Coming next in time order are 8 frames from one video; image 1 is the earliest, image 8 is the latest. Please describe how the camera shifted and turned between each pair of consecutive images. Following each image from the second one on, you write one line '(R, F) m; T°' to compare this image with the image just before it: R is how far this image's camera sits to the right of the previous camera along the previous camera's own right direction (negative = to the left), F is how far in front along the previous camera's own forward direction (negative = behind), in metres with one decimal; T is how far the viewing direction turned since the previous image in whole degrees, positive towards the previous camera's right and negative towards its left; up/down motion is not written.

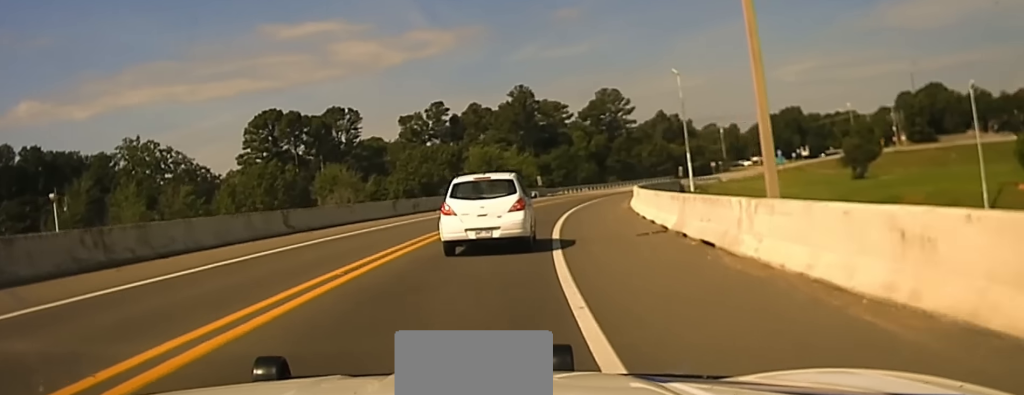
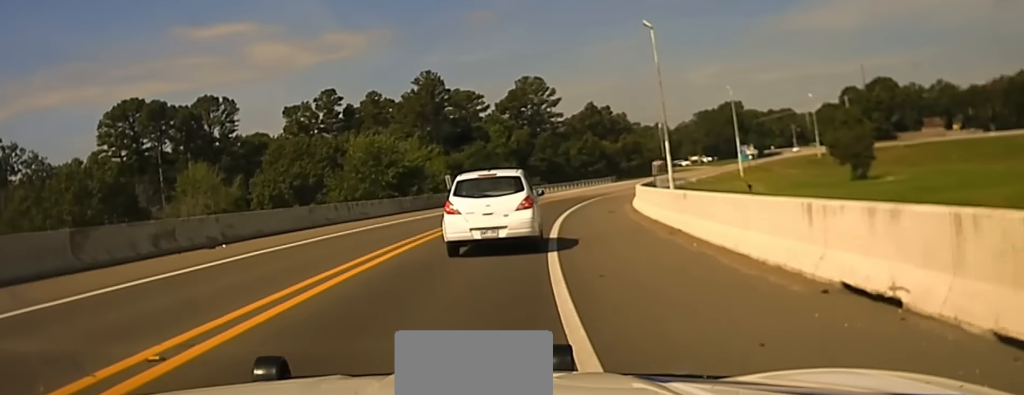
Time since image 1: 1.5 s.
(+2.1, +29.1) m; +5°
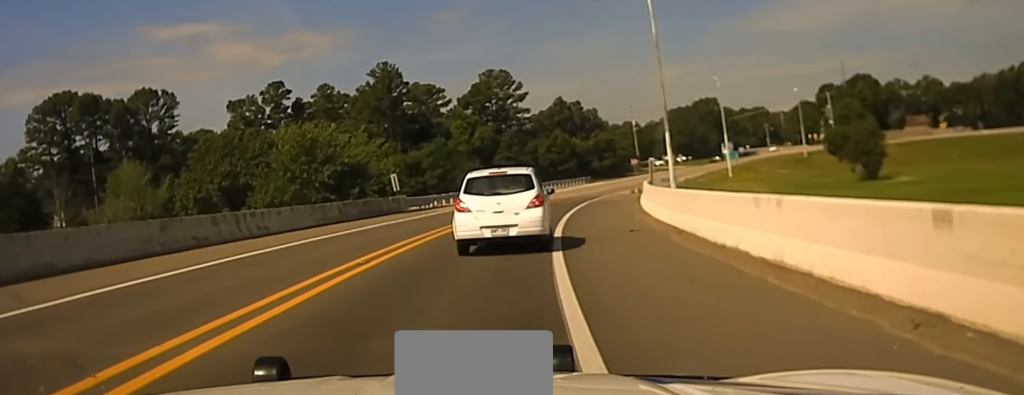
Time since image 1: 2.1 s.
(-0.4, +11.8) m; +1°
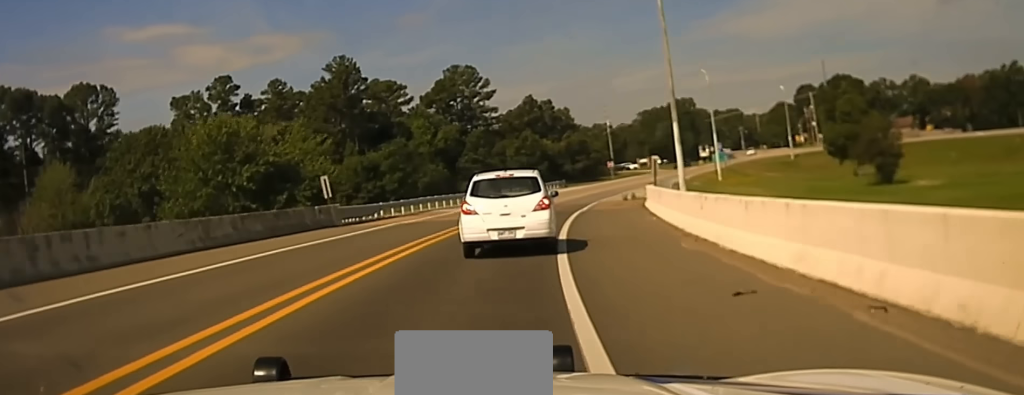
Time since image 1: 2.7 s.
(+0.5, +11.0) m; +2°
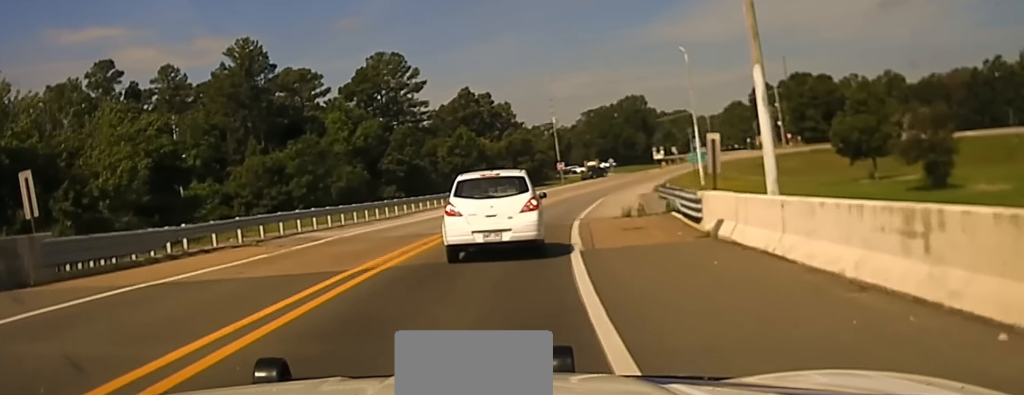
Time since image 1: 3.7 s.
(+0.7, +21.0) m; +5°
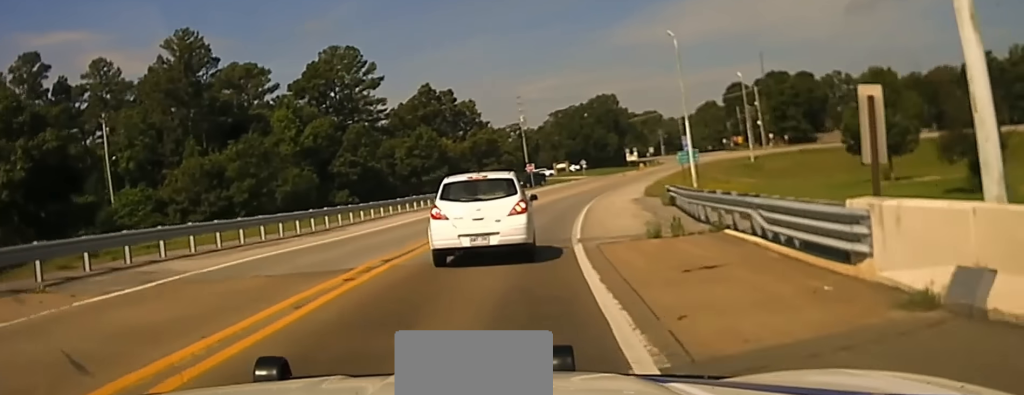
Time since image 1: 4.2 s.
(0.0, +10.0) m; +2°
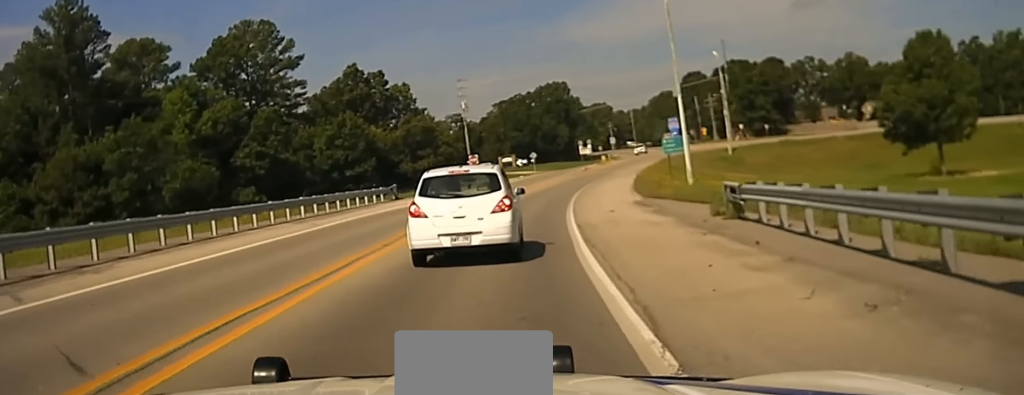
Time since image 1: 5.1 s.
(+0.9, +18.4) m; +5°
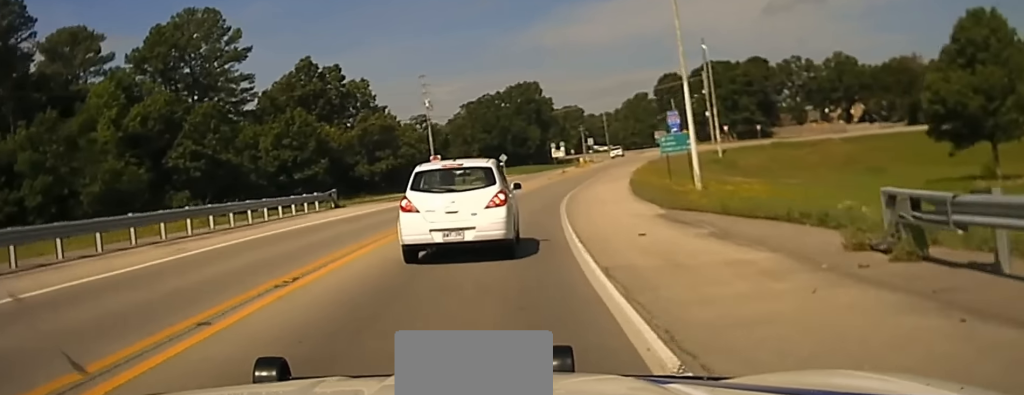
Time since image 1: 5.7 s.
(+0.4, +11.3) m; +1°
